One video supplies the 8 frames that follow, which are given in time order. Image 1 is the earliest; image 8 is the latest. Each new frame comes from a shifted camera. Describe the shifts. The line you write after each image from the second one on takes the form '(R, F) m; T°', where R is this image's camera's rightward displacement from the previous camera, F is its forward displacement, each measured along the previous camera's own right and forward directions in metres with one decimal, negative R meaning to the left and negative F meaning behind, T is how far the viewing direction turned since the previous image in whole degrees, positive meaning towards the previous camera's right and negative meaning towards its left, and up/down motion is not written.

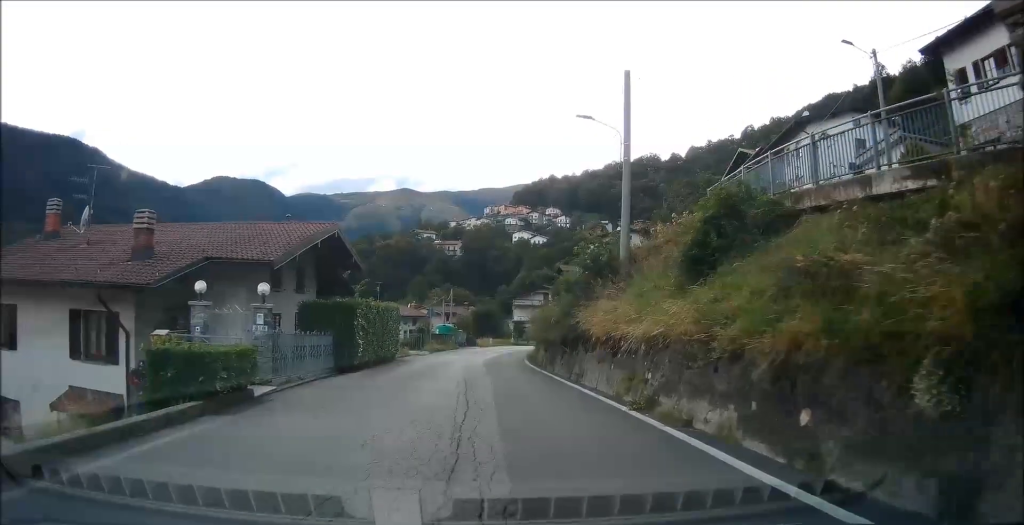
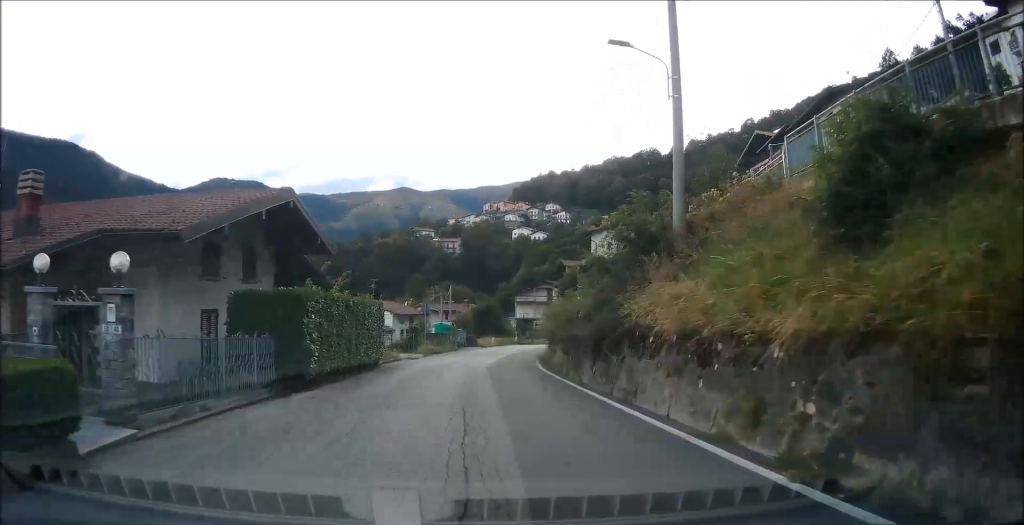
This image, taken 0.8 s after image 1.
(+0.3, +5.6) m; +4°
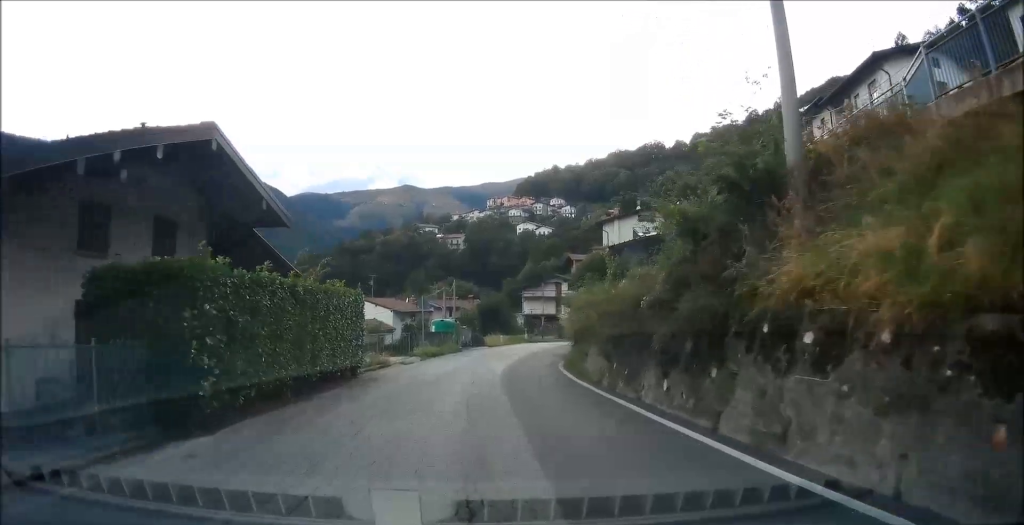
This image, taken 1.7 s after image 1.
(+0.1, +5.6) m; -1°
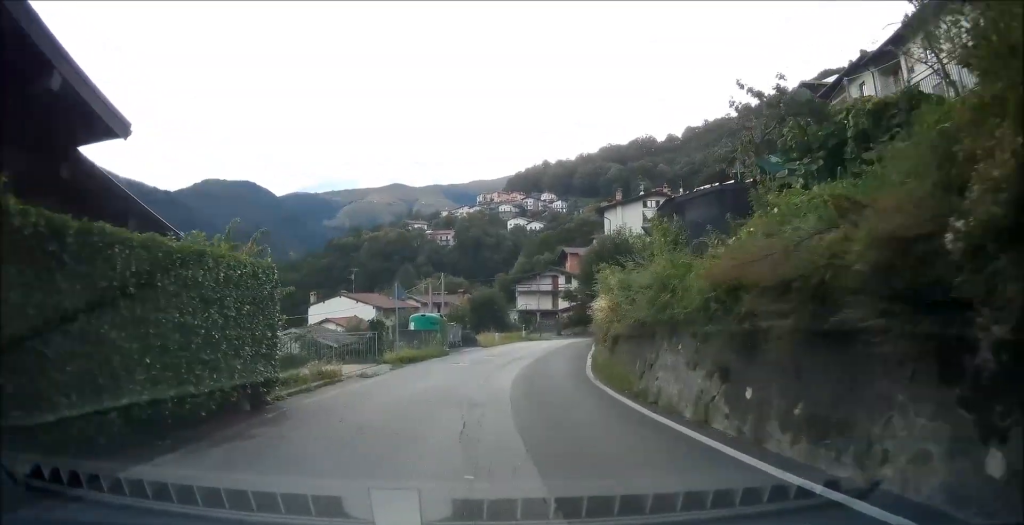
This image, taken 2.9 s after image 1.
(-0.4, +7.5) m; -2°
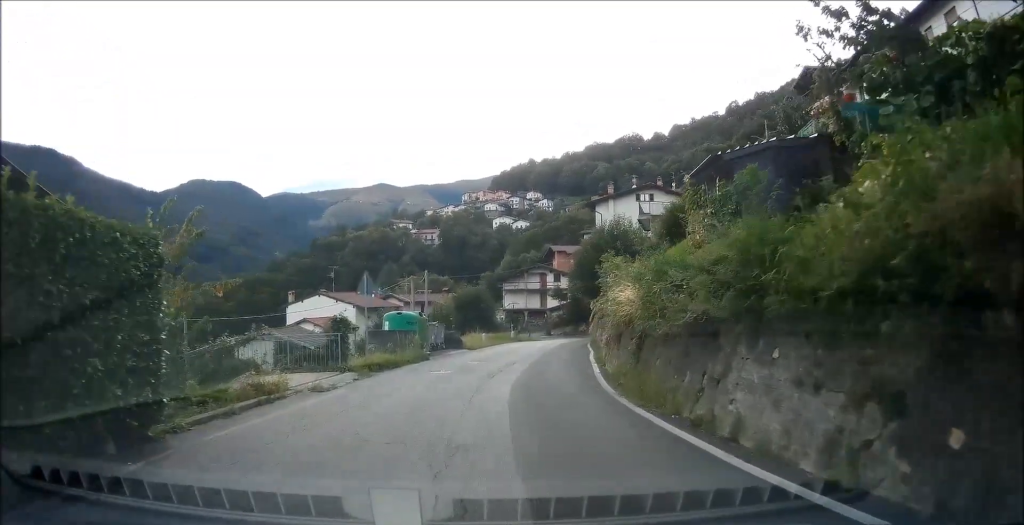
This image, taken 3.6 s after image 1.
(+0.1, +3.7) m; +1°
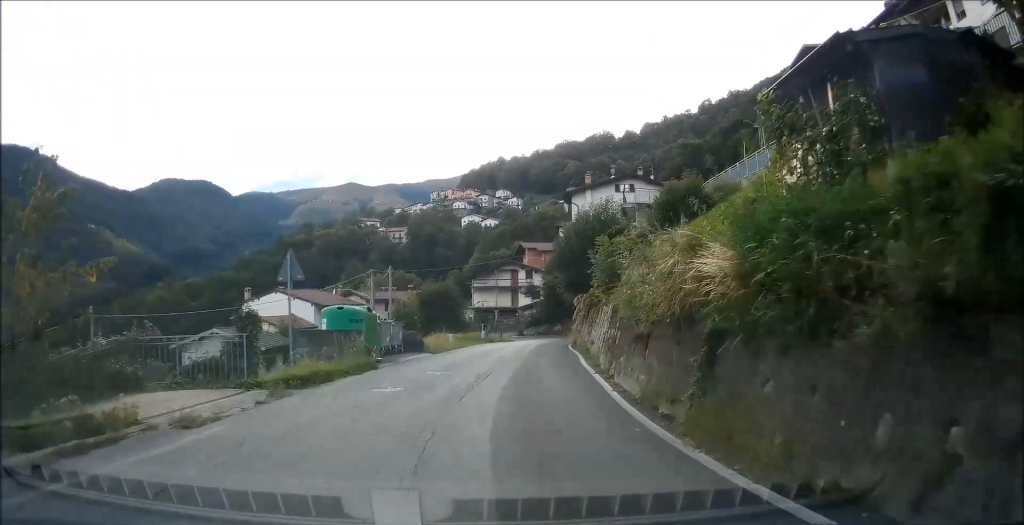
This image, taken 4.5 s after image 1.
(+0.1, +5.2) m; 0°
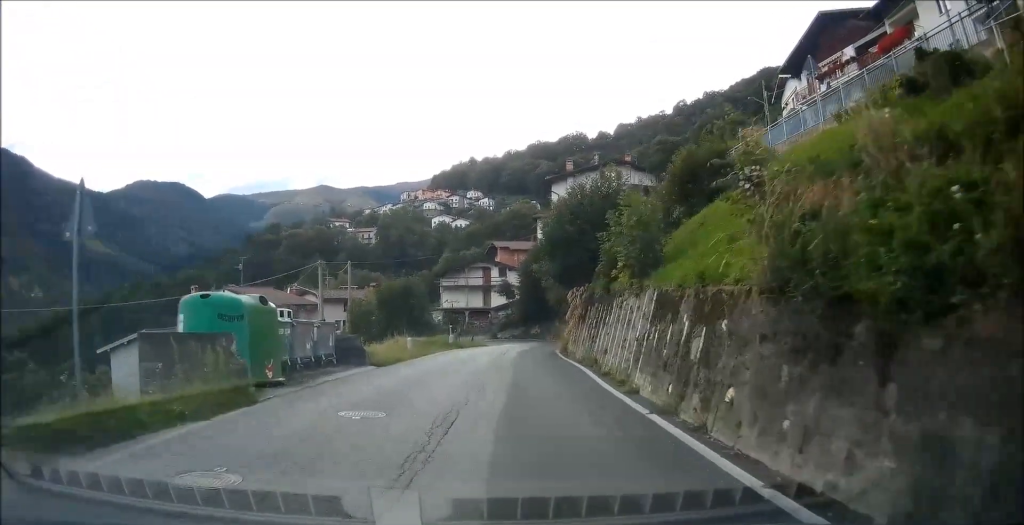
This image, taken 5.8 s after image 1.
(-0.2, +7.6) m; +1°
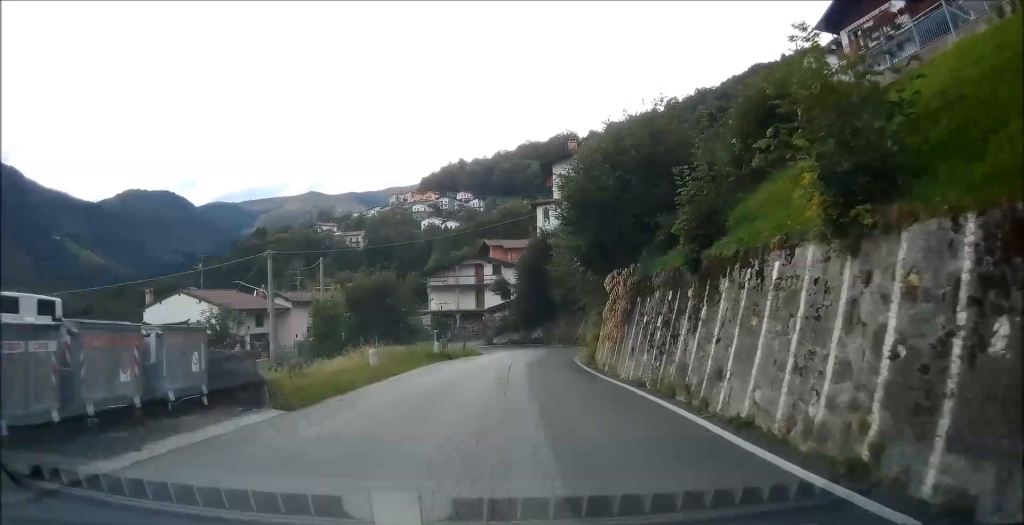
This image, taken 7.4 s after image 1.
(+0.7, +9.2) m; +5°
